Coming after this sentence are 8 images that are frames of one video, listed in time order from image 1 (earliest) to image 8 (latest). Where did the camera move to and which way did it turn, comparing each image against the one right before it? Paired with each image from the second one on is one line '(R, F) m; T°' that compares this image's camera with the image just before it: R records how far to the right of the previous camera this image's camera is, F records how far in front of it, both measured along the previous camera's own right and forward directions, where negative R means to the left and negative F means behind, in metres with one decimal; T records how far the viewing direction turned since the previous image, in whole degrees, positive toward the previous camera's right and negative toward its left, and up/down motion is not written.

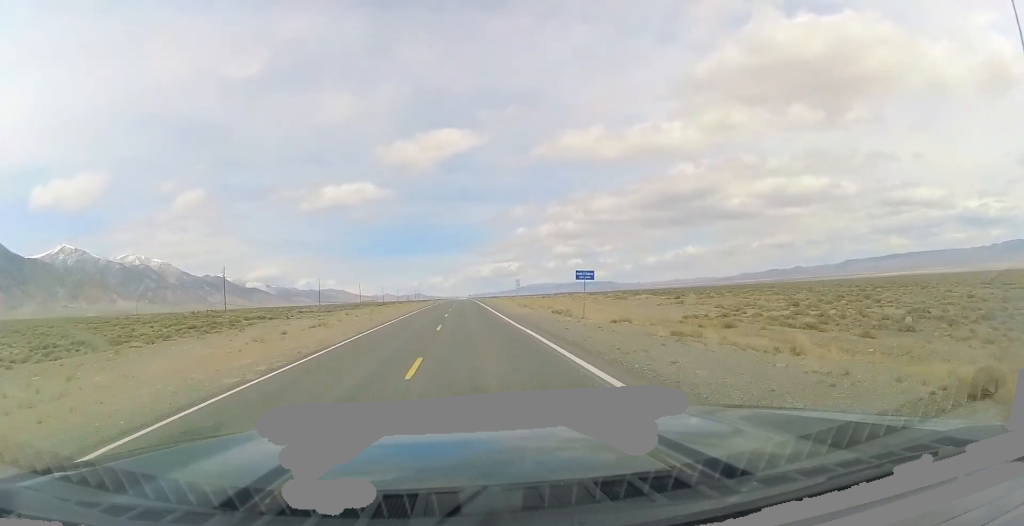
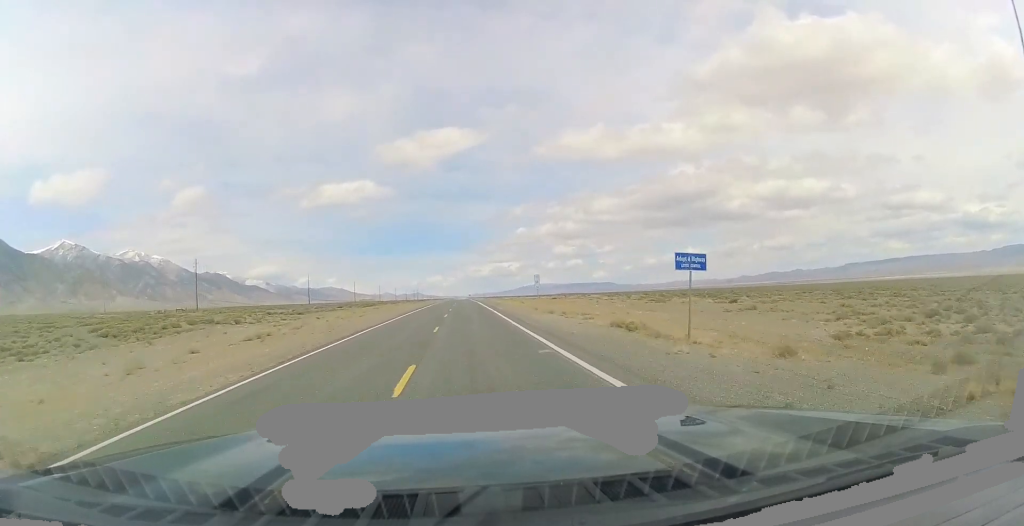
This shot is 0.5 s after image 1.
(-0.1, +15.6) m; 0°
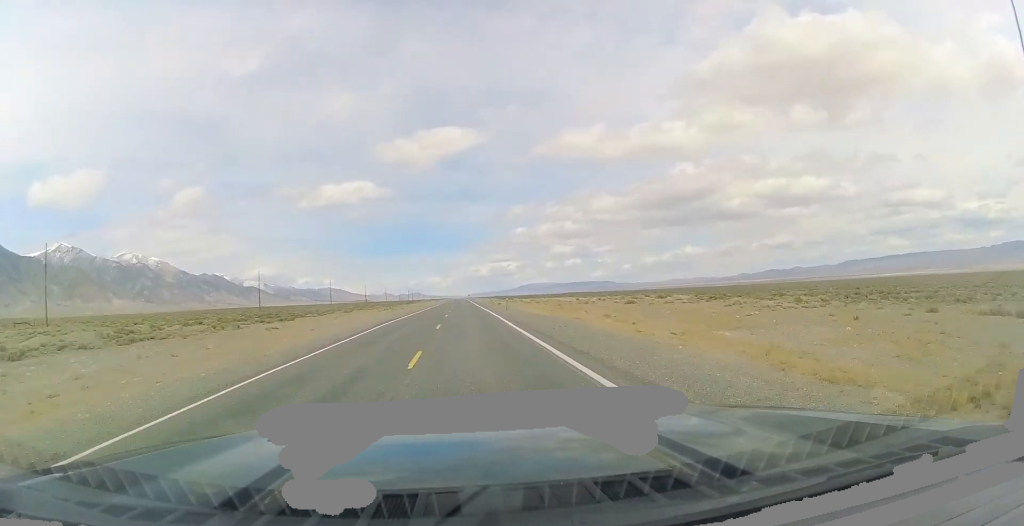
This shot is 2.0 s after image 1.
(+0.8, +51.4) m; +1°
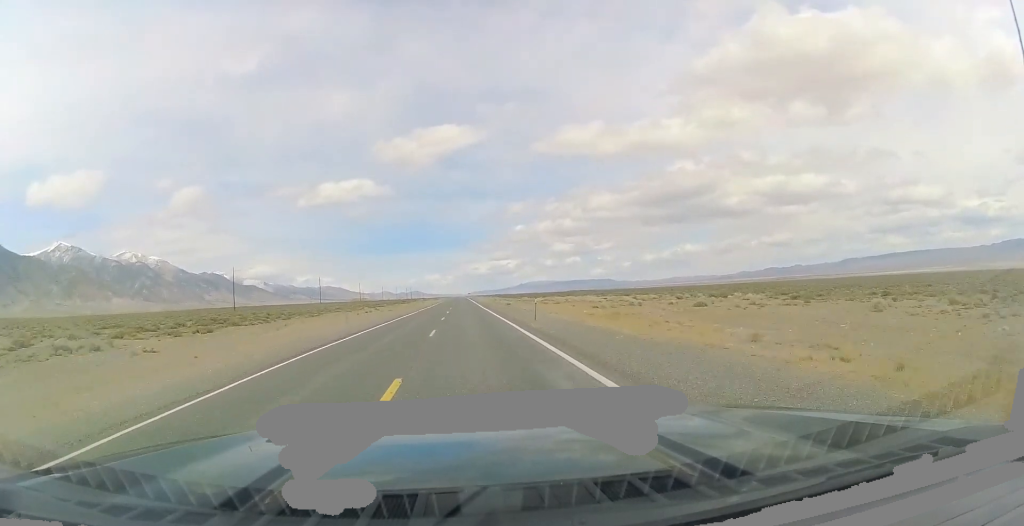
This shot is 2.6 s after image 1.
(0.0, +19.0) m; 0°
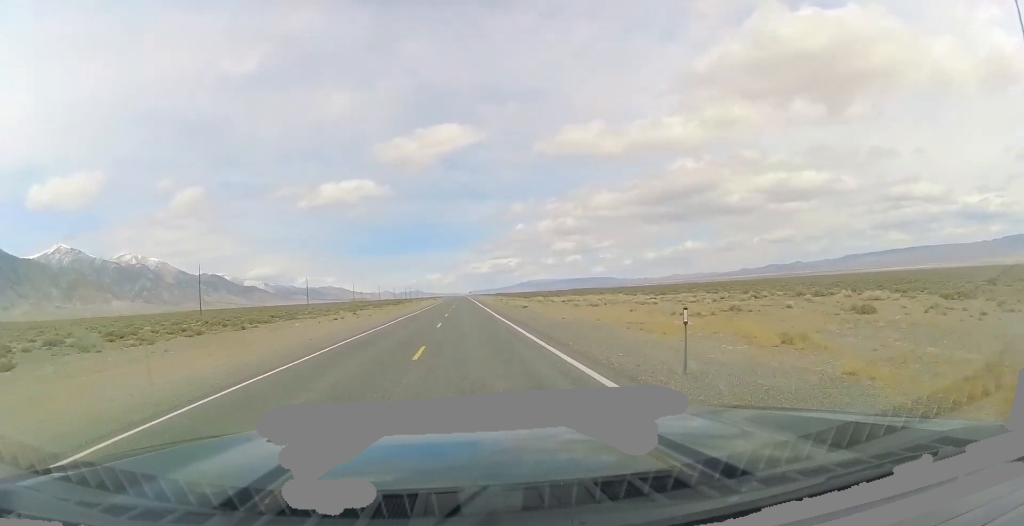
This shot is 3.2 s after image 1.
(0.0, +20.1) m; 0°
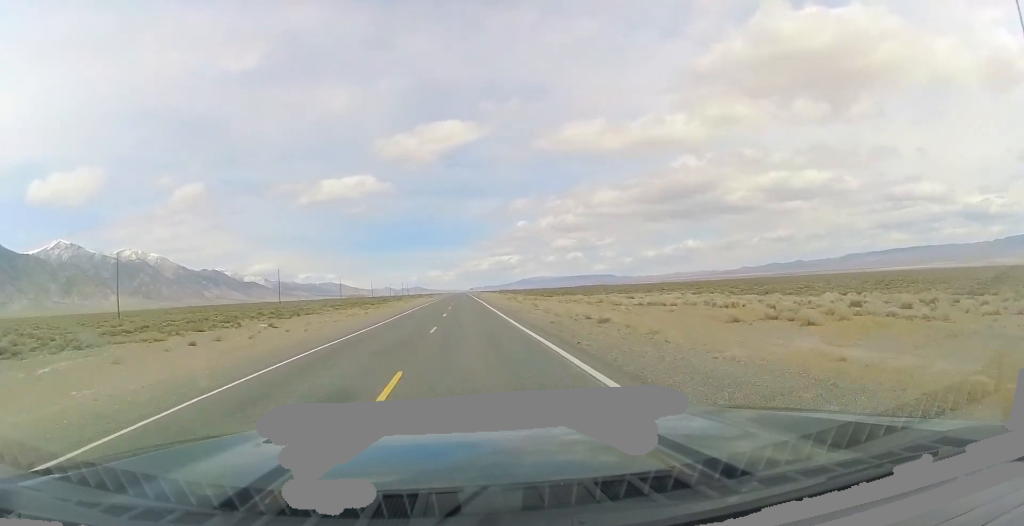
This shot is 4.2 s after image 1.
(+0.2, +33.6) m; 0°
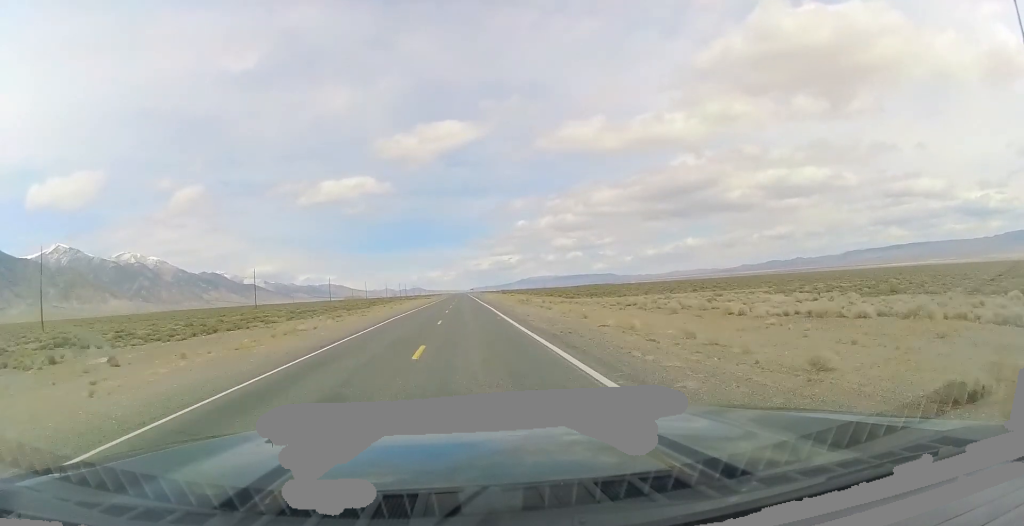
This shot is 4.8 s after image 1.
(-0.1, +21.2) m; 0°
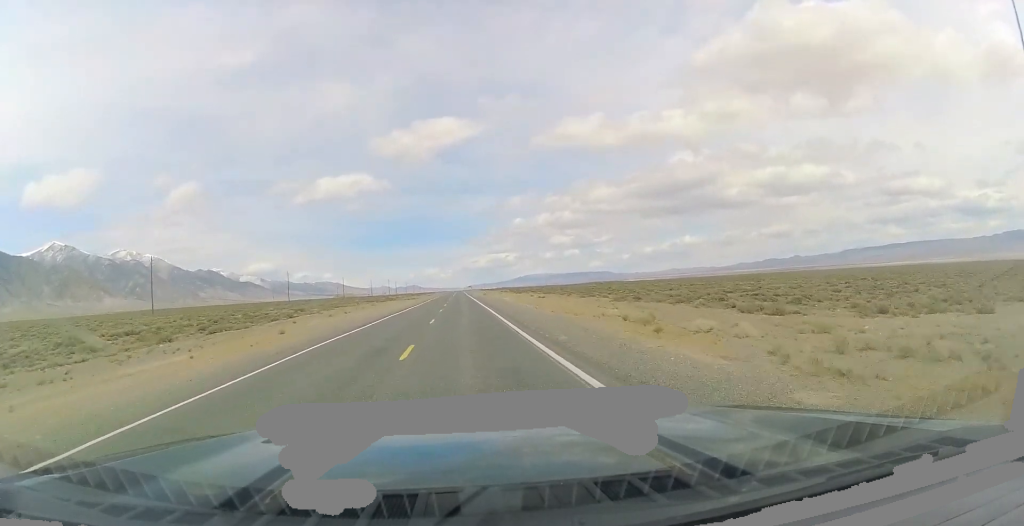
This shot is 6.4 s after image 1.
(-0.2, +54.9) m; 0°
